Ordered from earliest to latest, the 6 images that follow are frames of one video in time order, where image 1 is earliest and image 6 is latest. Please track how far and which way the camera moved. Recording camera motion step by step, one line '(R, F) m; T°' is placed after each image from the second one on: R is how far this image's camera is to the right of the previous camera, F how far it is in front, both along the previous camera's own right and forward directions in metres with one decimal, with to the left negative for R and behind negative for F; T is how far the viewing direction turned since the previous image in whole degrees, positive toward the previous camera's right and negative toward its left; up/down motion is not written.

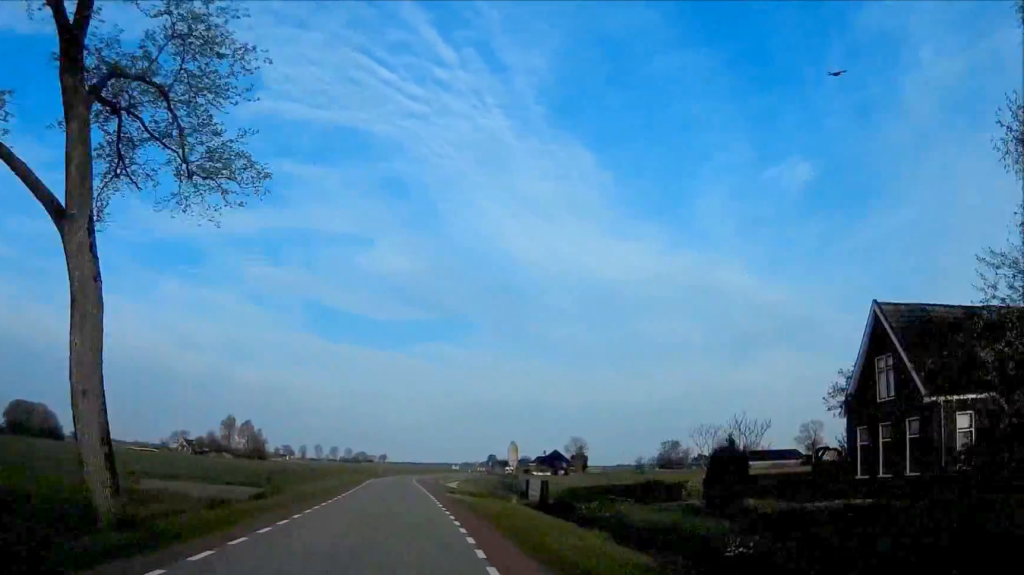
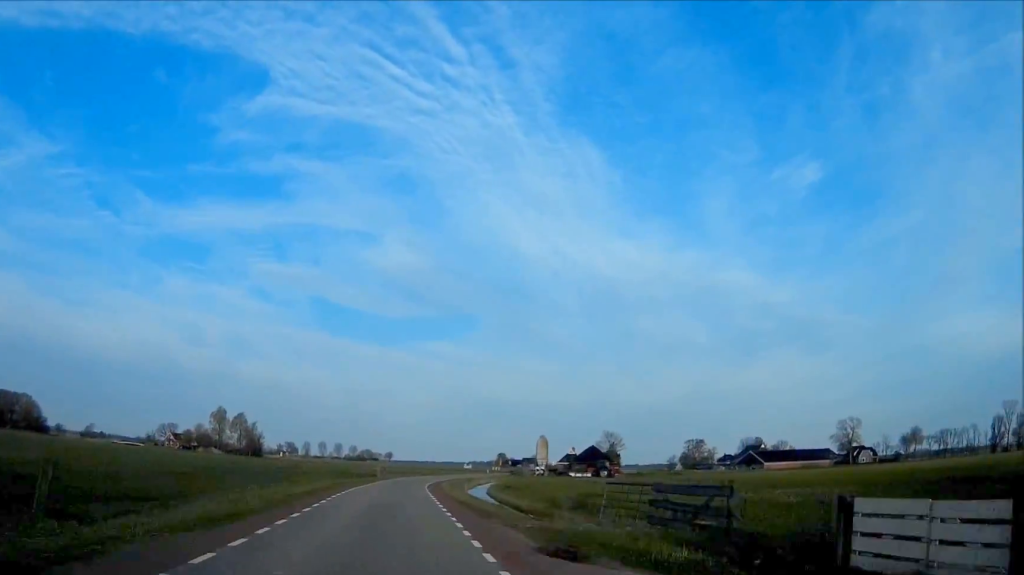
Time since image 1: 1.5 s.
(0.0, +28.5) m; +4°
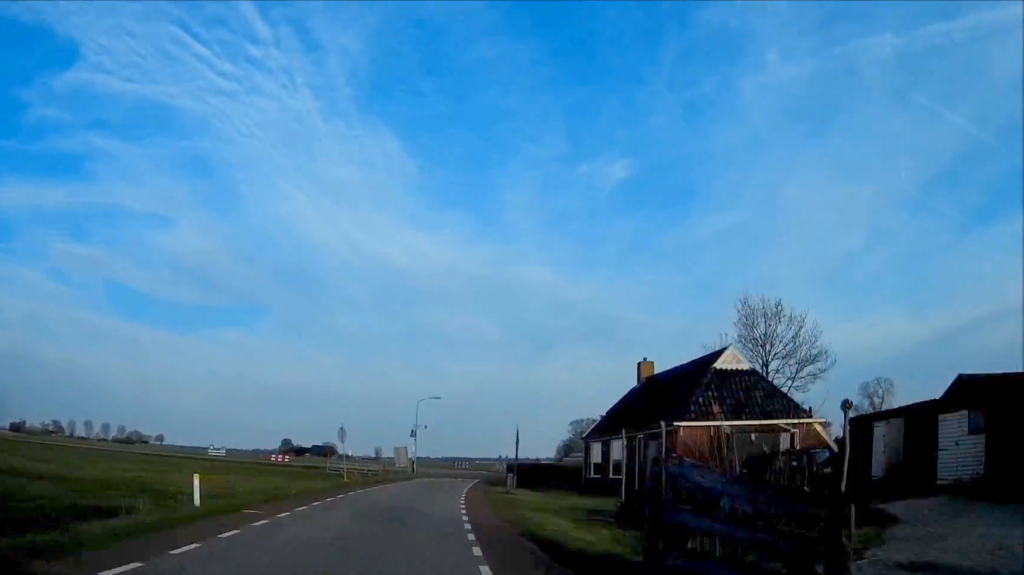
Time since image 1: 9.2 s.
(+10.4, +134.2) m; +5°
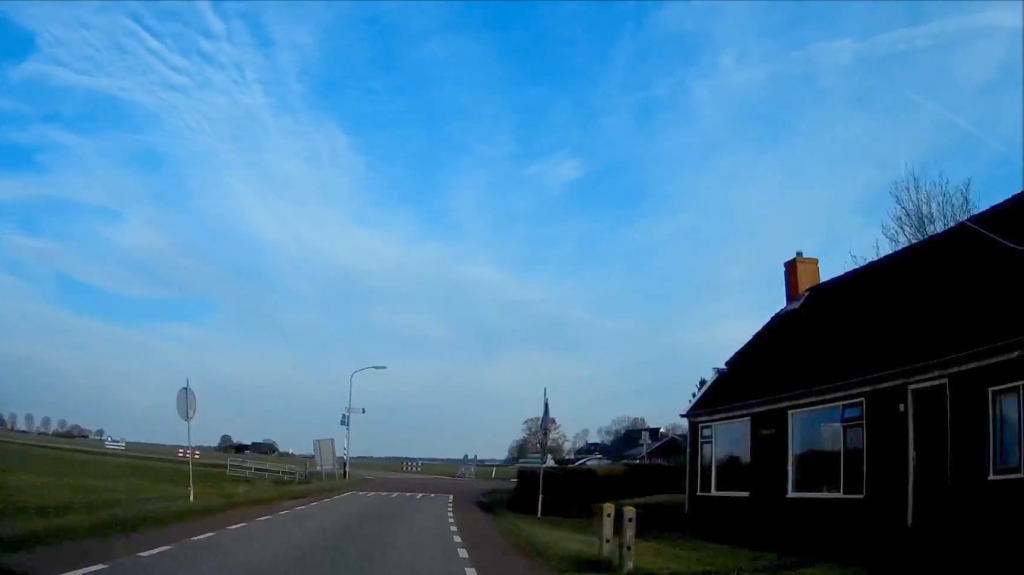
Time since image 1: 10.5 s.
(0.0, +19.0) m; +3°
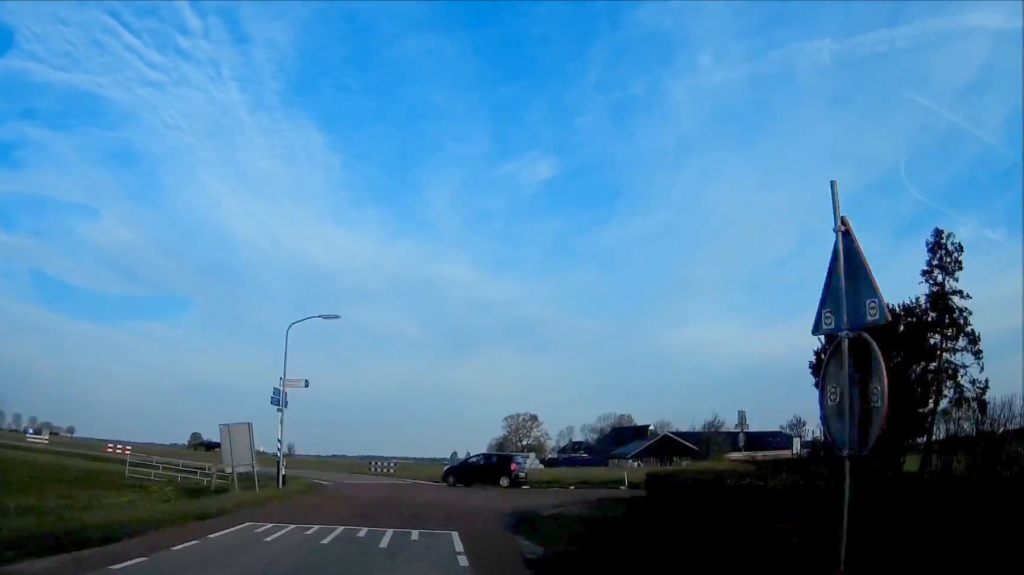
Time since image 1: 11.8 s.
(-0.4, +16.9) m; +3°
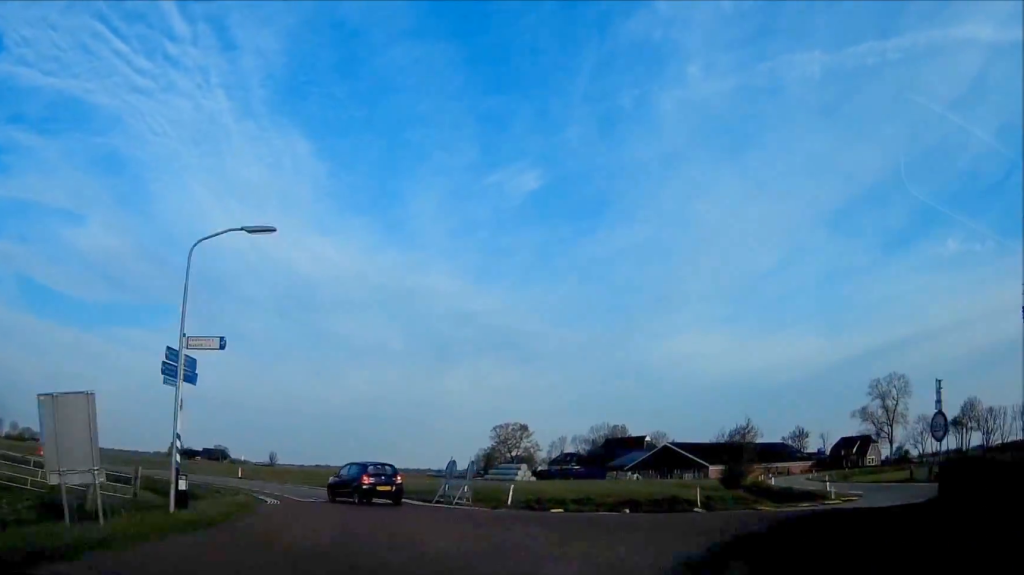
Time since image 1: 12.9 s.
(+1.6, +13.1) m; +1°
